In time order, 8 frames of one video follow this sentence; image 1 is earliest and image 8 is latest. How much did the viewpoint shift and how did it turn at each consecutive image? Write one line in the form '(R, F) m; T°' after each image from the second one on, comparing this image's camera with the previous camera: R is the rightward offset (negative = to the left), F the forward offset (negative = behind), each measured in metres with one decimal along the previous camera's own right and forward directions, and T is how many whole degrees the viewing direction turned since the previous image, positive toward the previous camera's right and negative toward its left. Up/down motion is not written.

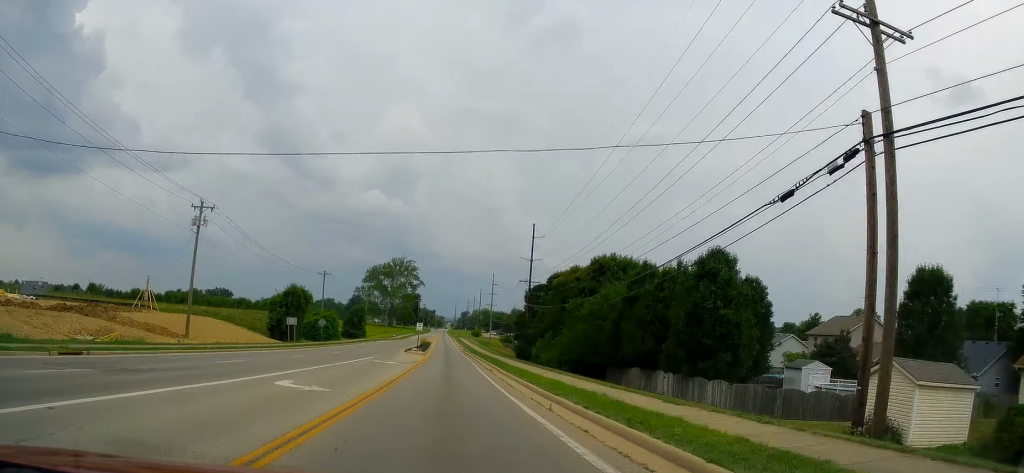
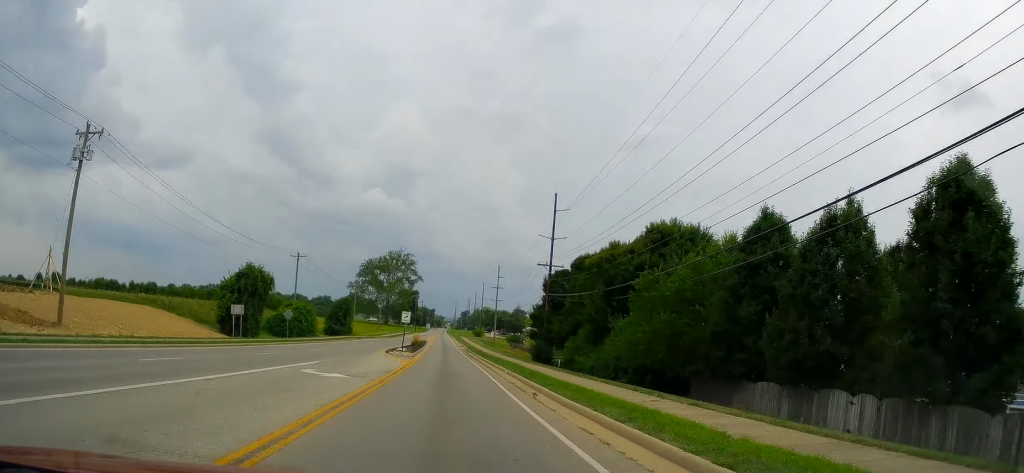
(+0.2, +17.9) m; +1°
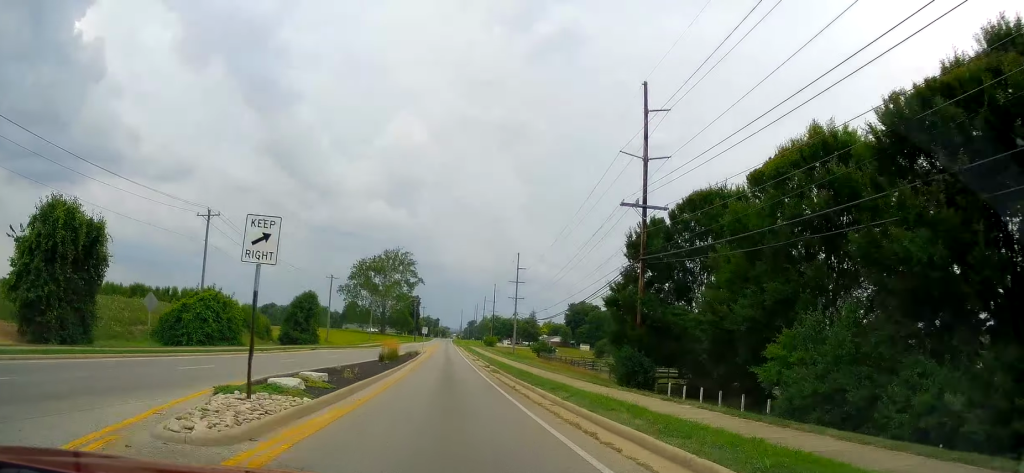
(+0.3, +33.6) m; -1°
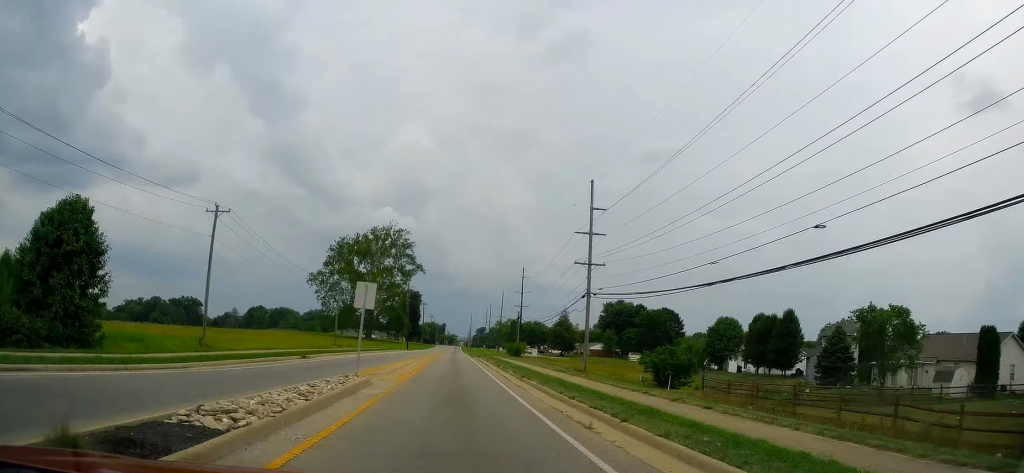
(-0.6, +56.7) m; 0°
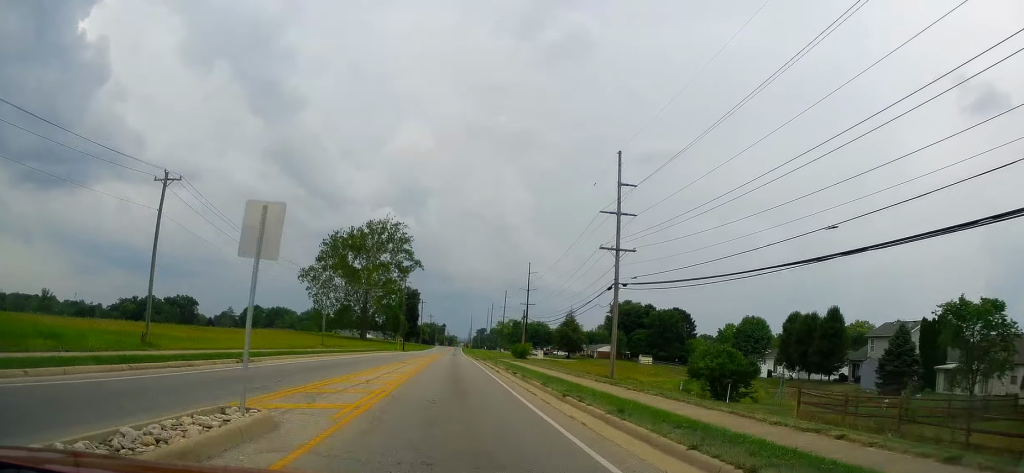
(+0.1, +10.3) m; 0°
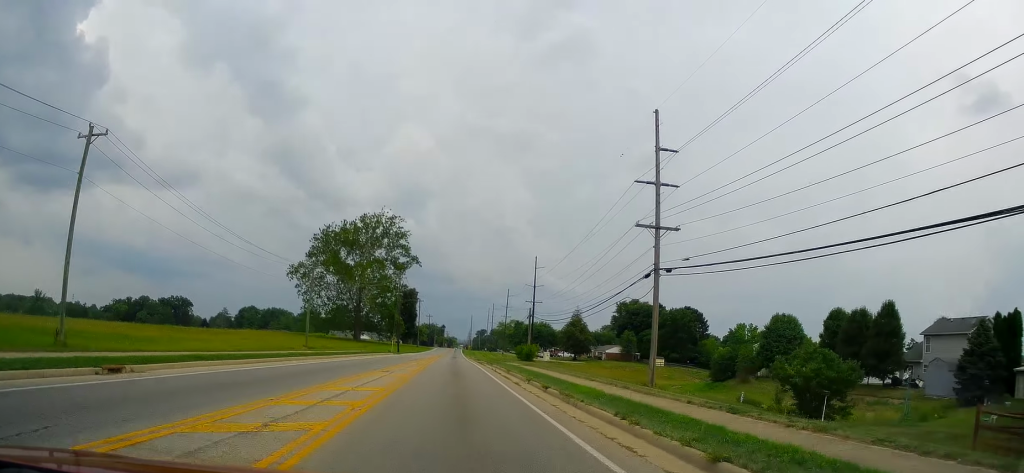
(-0.2, +10.4) m; 0°
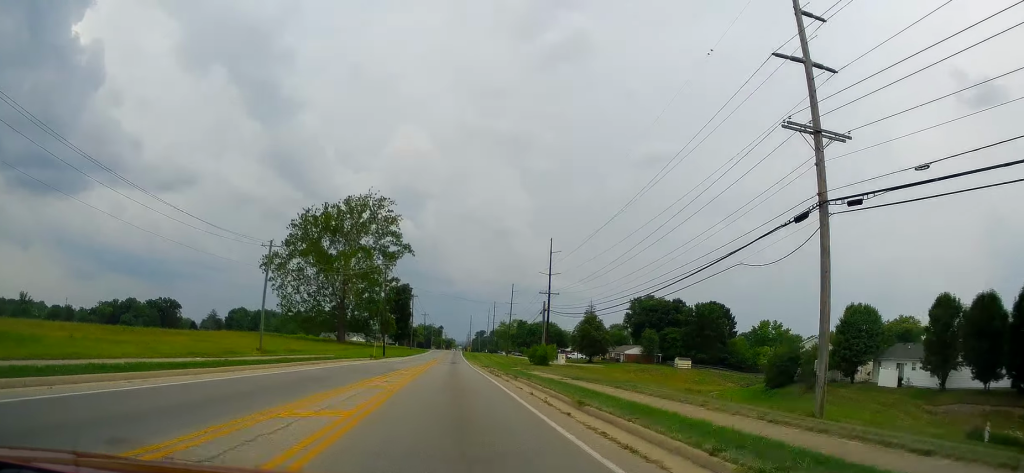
(+0.1, +20.1) m; 0°
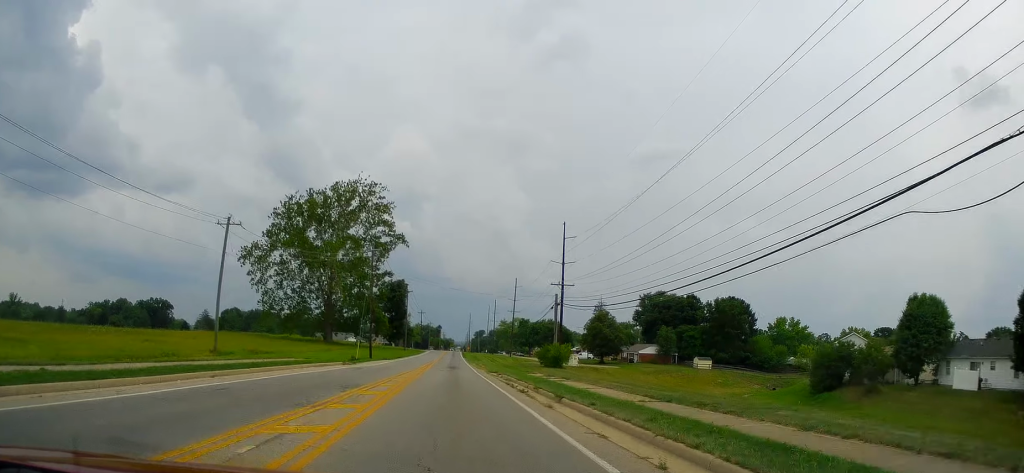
(+0.2, +12.7) m; 0°
